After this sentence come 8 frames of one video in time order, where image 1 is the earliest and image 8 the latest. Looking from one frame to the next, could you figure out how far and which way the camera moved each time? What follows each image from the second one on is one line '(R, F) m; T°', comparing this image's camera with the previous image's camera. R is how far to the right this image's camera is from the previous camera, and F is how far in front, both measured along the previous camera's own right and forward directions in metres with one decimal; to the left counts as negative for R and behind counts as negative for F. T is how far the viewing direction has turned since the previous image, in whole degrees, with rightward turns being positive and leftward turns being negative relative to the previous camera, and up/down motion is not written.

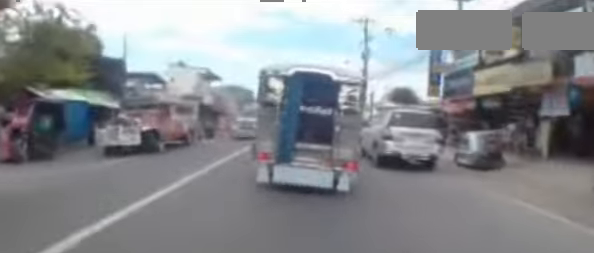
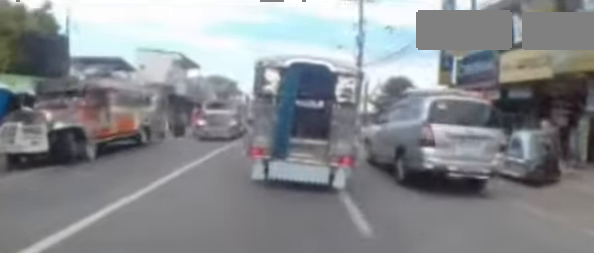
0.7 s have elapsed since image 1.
(+0.3, +3.3) m; 0°
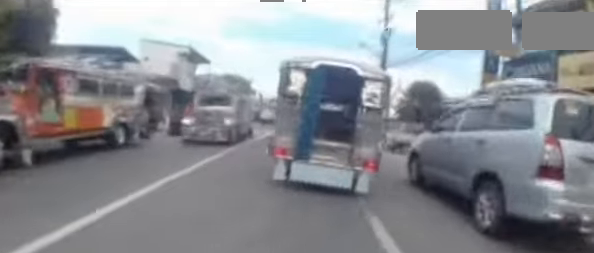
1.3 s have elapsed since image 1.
(0.0, +2.3) m; -1°
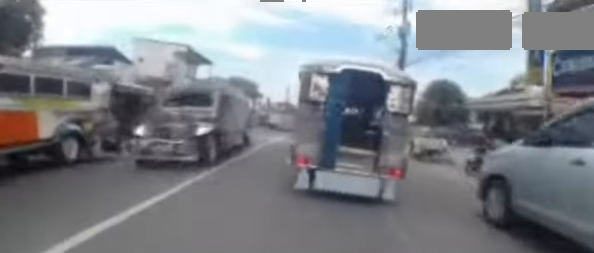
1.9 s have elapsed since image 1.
(-0.2, +2.4) m; -1°
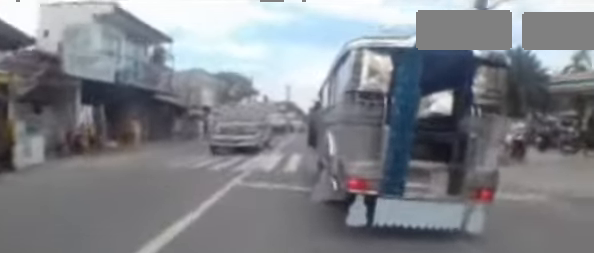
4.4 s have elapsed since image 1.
(-0.1, +7.8) m; 0°
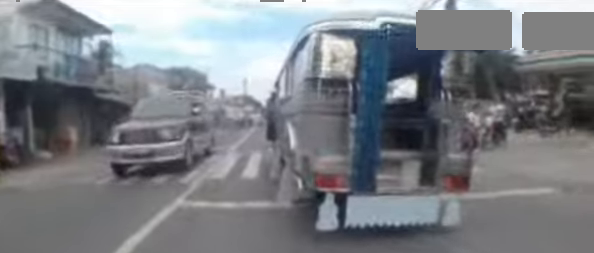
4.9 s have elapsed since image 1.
(0.0, +1.1) m; +3°
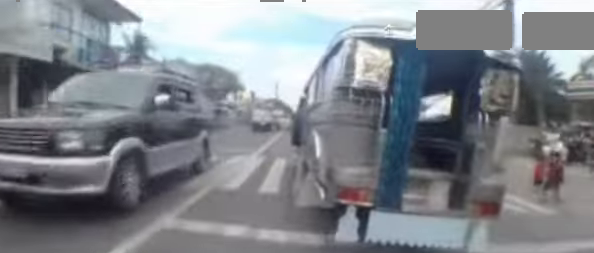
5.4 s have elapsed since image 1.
(+0.1, +1.0) m; +2°
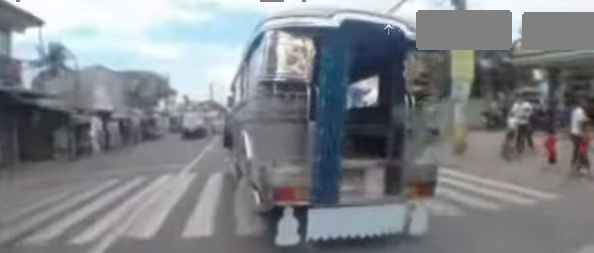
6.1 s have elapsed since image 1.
(+0.1, +1.4) m; +3°
